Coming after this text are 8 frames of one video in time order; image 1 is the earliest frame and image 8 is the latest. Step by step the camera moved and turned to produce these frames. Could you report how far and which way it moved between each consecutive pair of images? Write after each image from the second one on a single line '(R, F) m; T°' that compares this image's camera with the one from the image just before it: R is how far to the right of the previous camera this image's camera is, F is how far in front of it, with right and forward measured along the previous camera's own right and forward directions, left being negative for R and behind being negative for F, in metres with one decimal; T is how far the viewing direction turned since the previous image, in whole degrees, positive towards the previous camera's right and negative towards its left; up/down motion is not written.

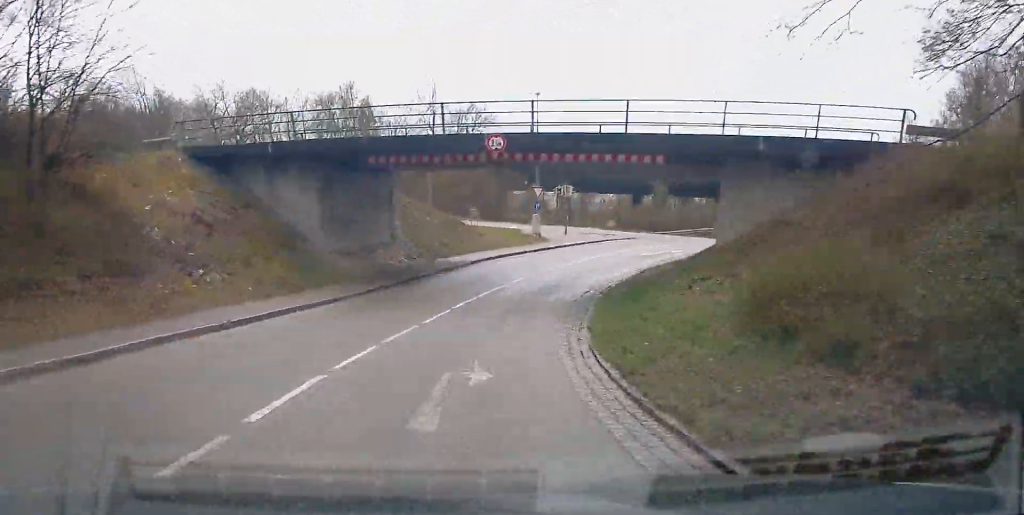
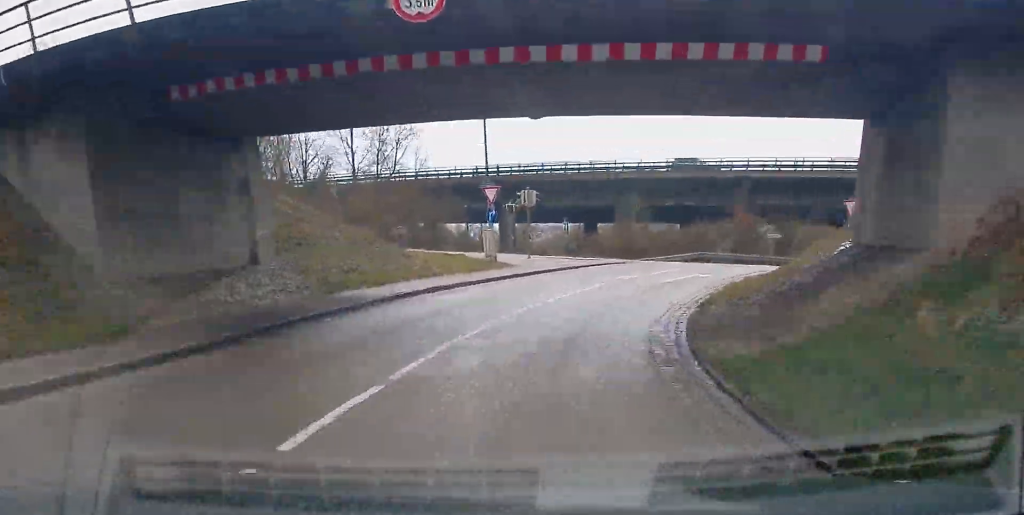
(0.0, +13.6) m; +5°
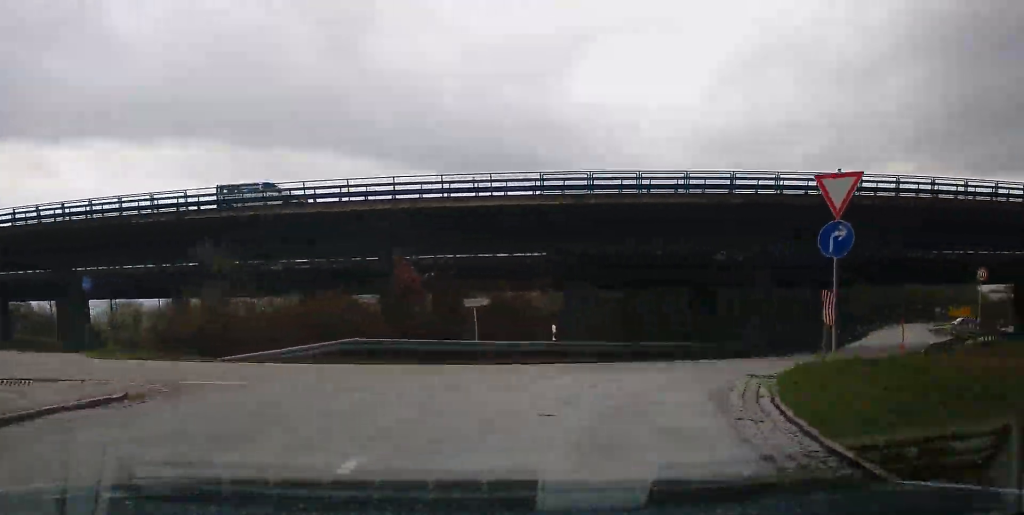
(+5.0, +26.5) m; +26°
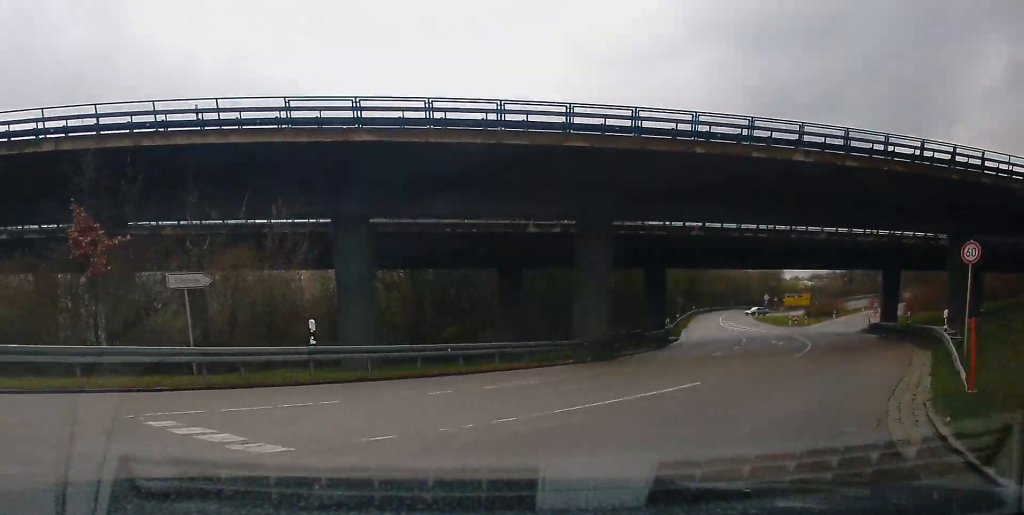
(+4.2, +17.9) m; +25°
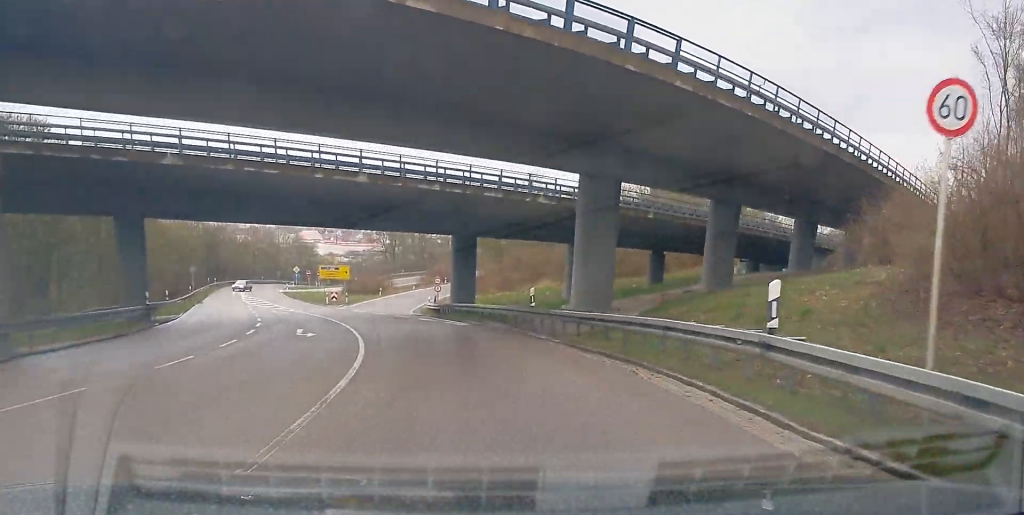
(+3.9, +20.3) m; +13°
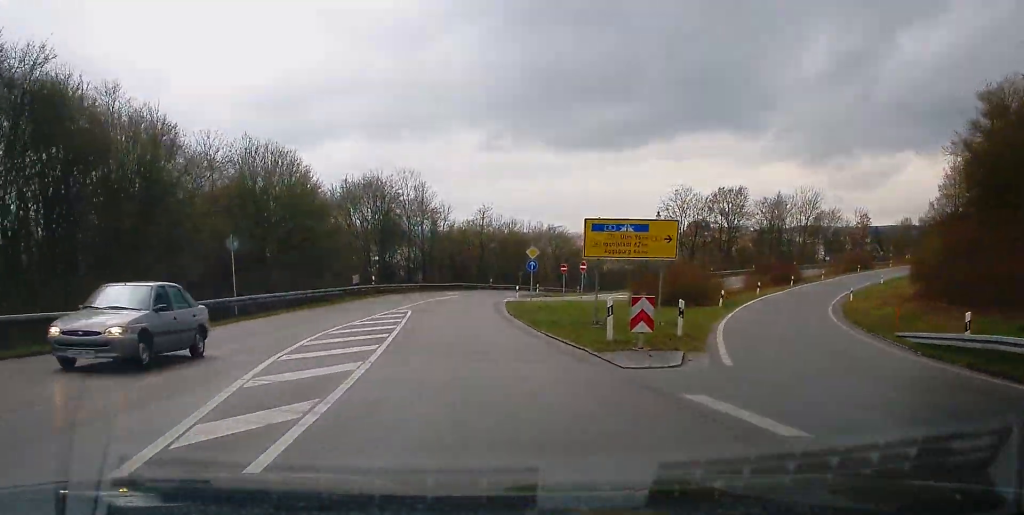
(+0.7, +50.9) m; -3°
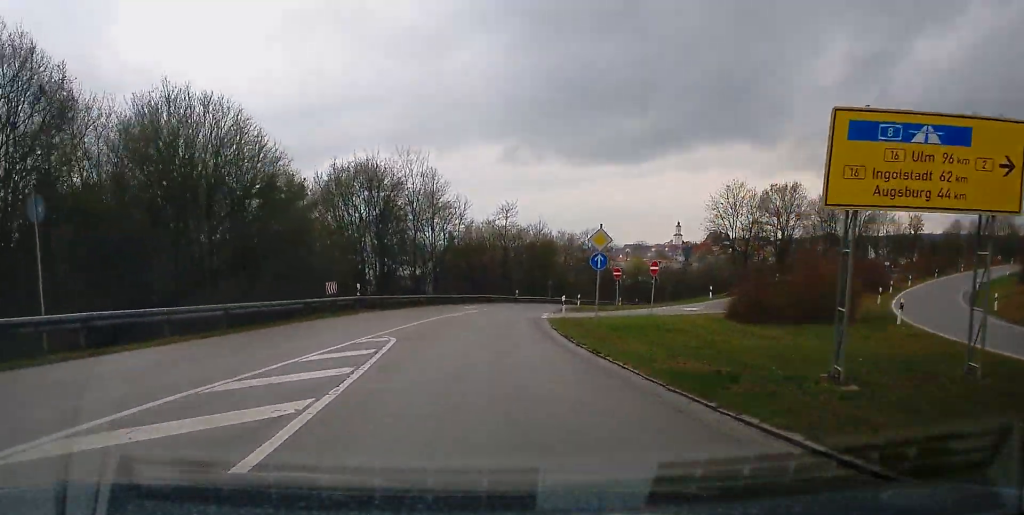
(-0.2, +15.2) m; -1°
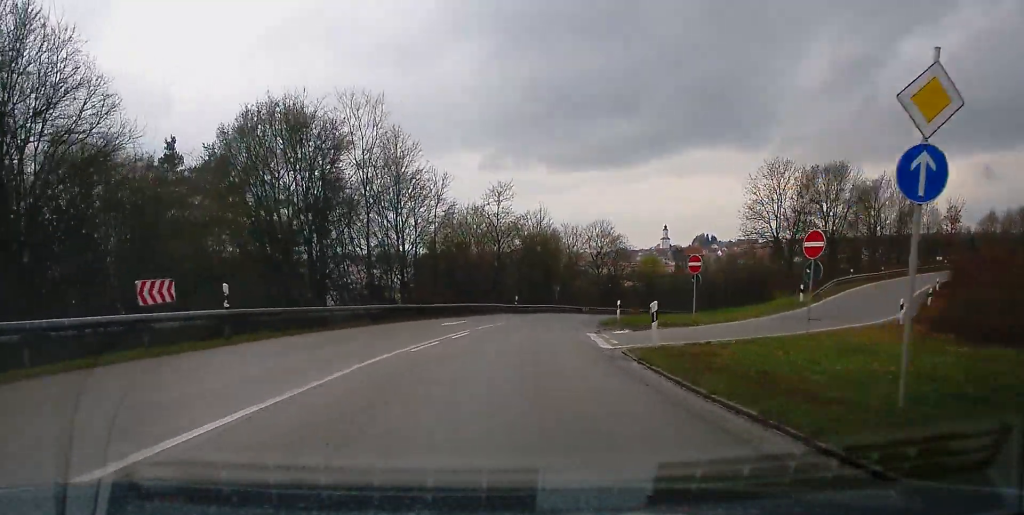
(-1.0, +19.4) m; +2°
